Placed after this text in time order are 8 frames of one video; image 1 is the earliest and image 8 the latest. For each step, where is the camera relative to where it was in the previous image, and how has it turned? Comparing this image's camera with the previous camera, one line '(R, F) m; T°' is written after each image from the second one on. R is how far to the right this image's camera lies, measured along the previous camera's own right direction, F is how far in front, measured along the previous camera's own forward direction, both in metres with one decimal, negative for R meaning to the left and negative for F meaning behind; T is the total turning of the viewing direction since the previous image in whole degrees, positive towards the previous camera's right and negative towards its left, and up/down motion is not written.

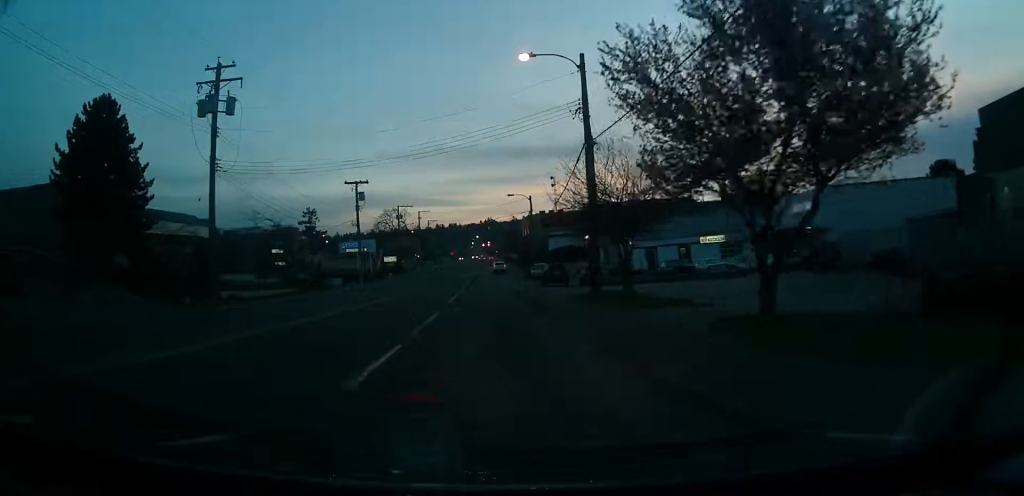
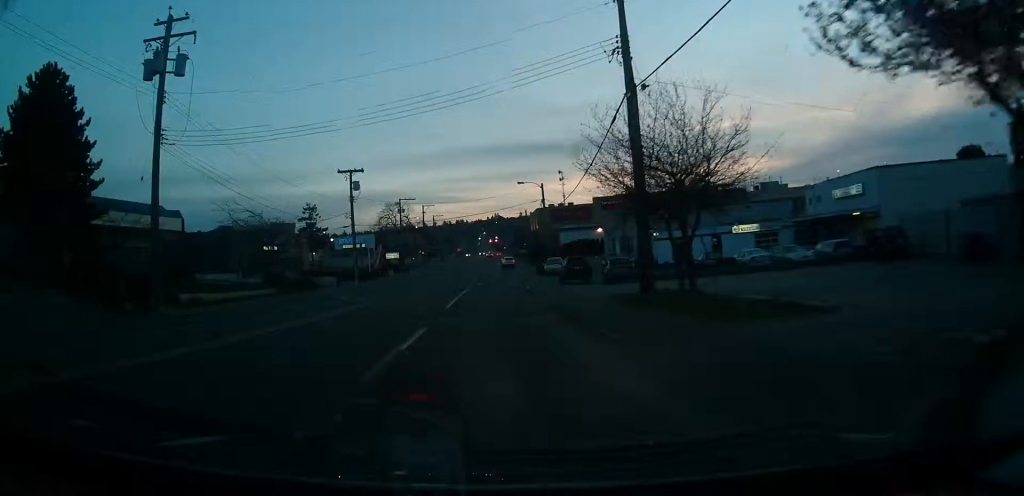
(+0.1, +6.6) m; -1°
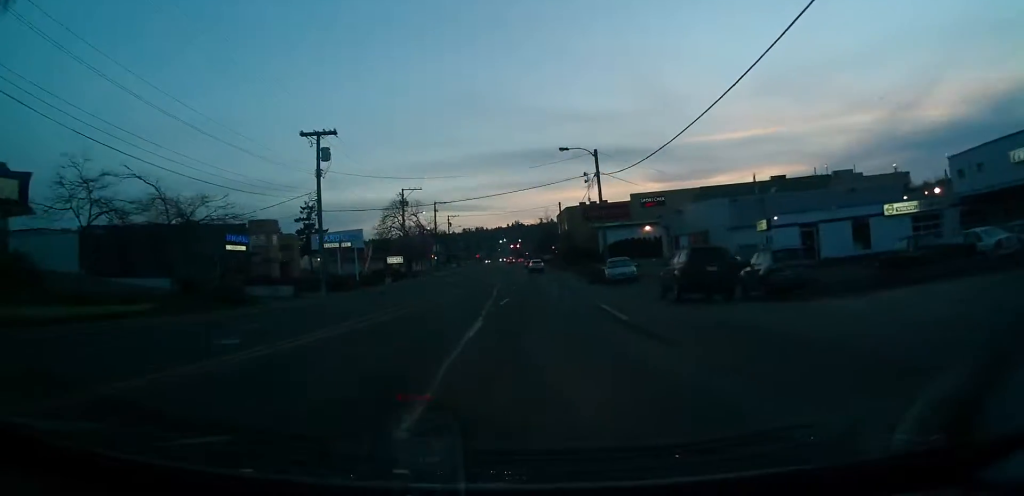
(-0.9, +20.7) m; -2°
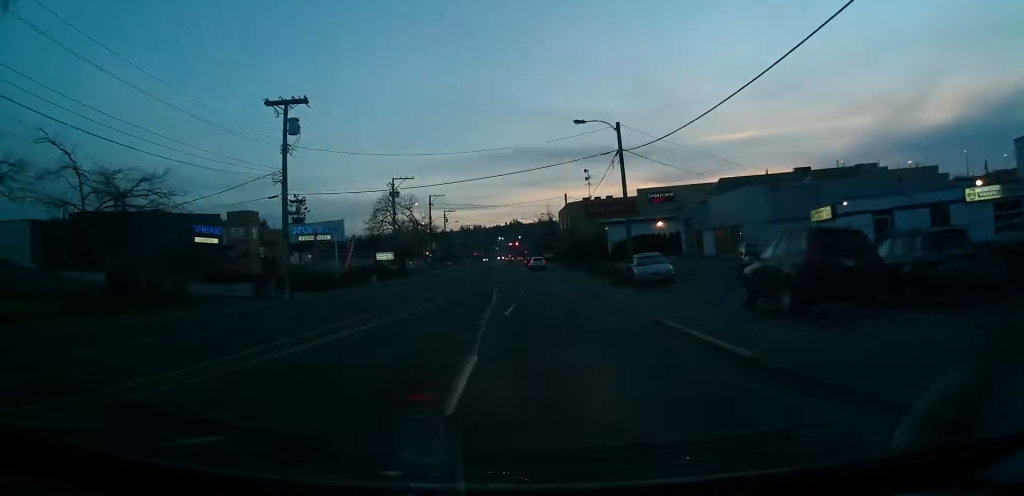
(0.0, +7.8) m; +1°
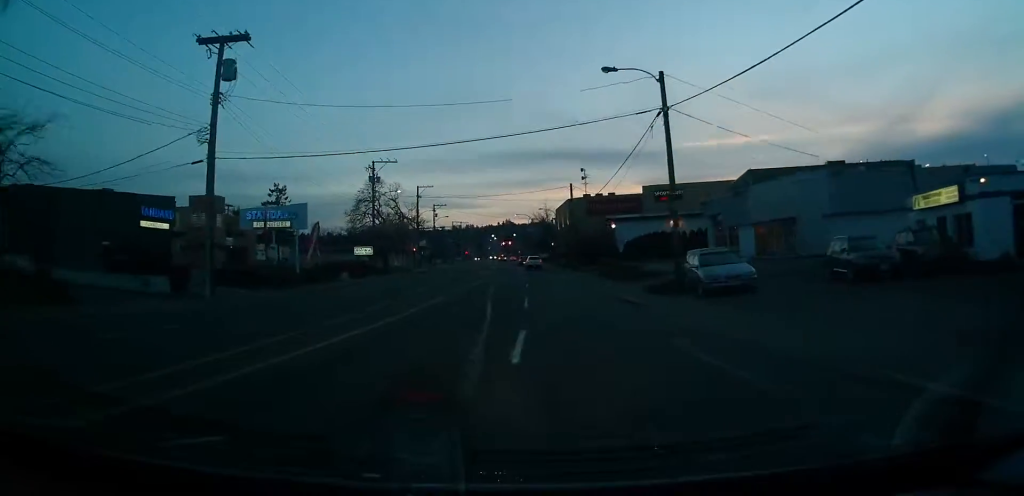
(+0.1, +10.1) m; 0°
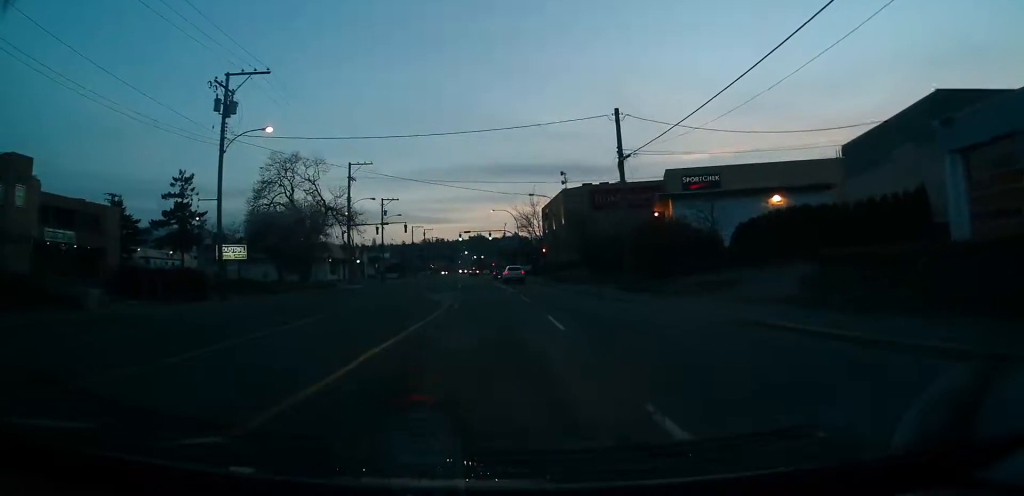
(-0.3, +34.5) m; +1°
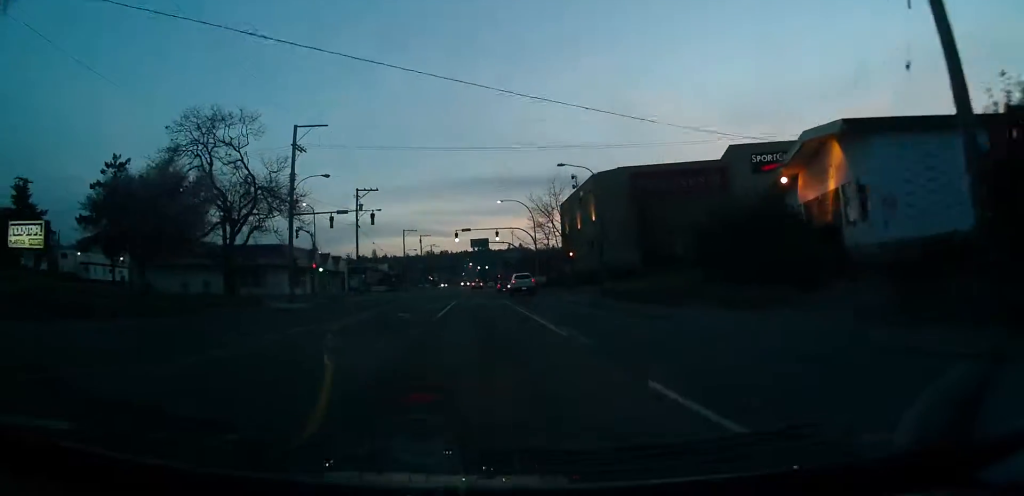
(+0.7, +23.4) m; +1°
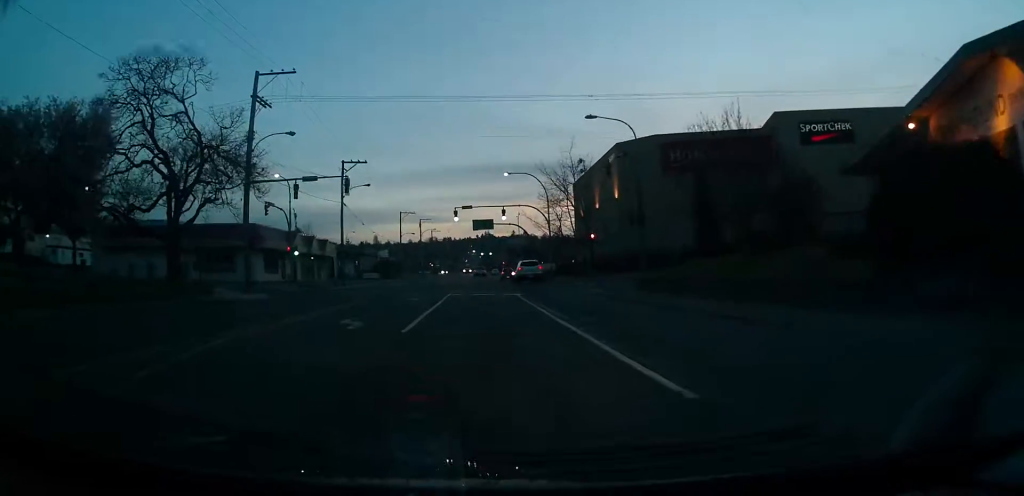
(-0.2, +10.5) m; -2°
